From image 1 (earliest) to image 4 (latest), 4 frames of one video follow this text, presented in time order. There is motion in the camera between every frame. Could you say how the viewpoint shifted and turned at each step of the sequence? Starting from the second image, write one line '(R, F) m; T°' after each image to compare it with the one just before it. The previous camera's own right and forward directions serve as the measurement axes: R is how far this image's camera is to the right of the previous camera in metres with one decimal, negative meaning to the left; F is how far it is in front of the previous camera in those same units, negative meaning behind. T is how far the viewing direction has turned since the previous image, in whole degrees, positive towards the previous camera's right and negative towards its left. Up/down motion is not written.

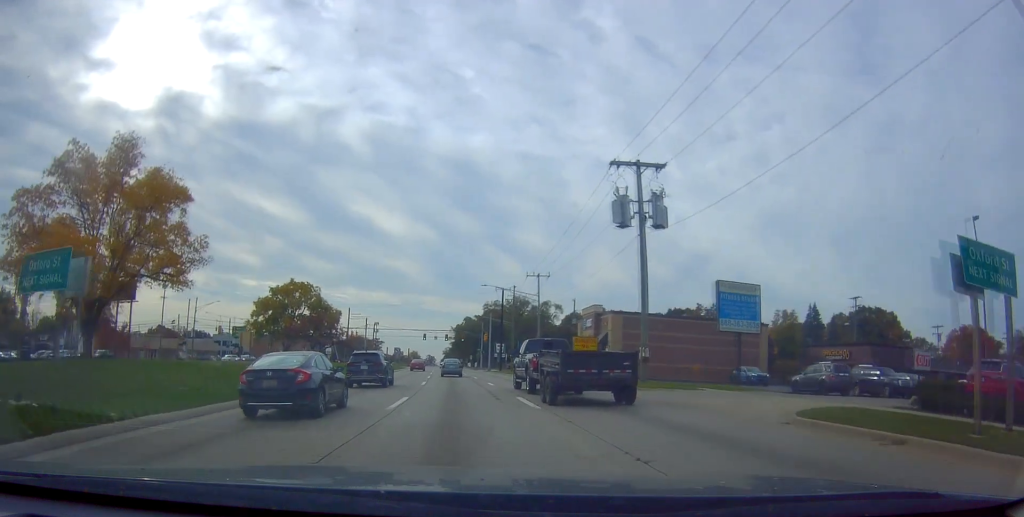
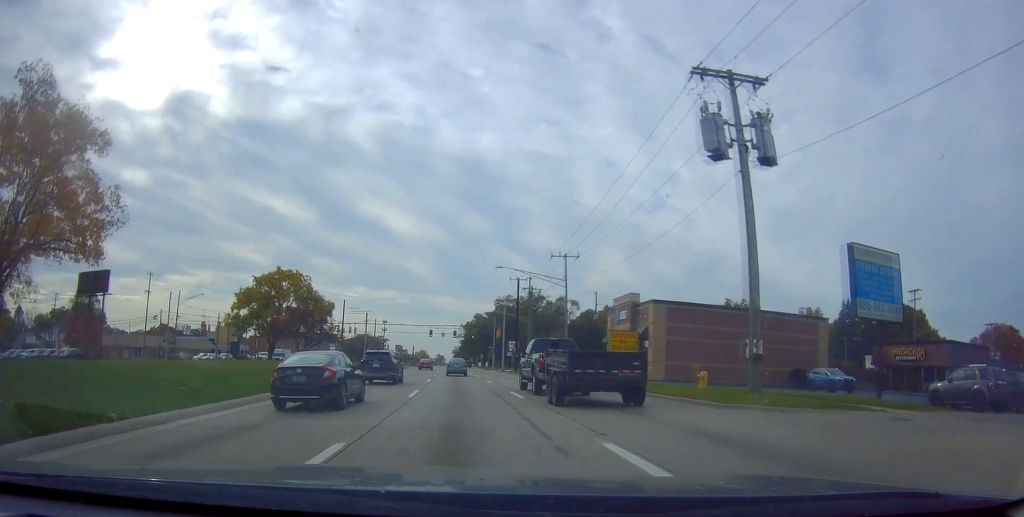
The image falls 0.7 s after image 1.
(-0.2, +11.4) m; -2°
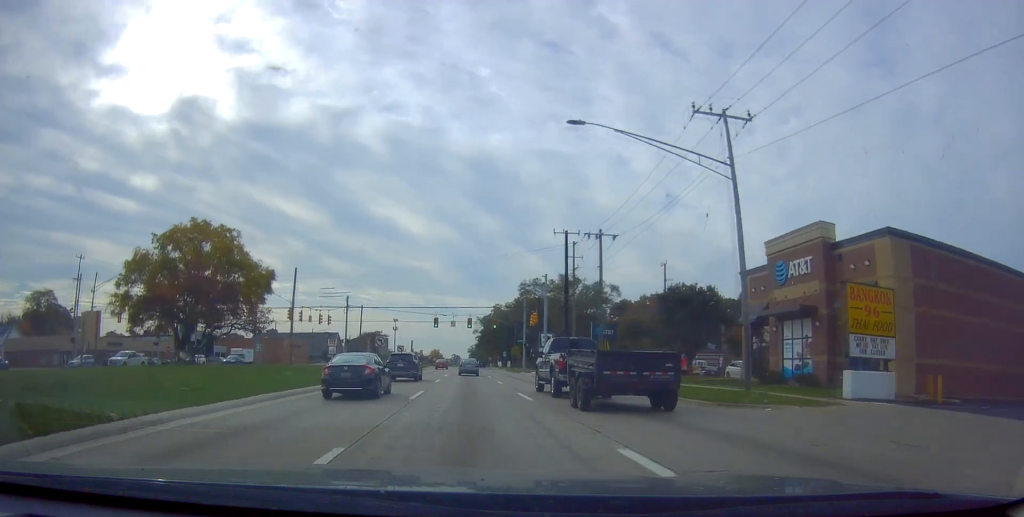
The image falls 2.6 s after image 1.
(-0.1, +31.4) m; -1°
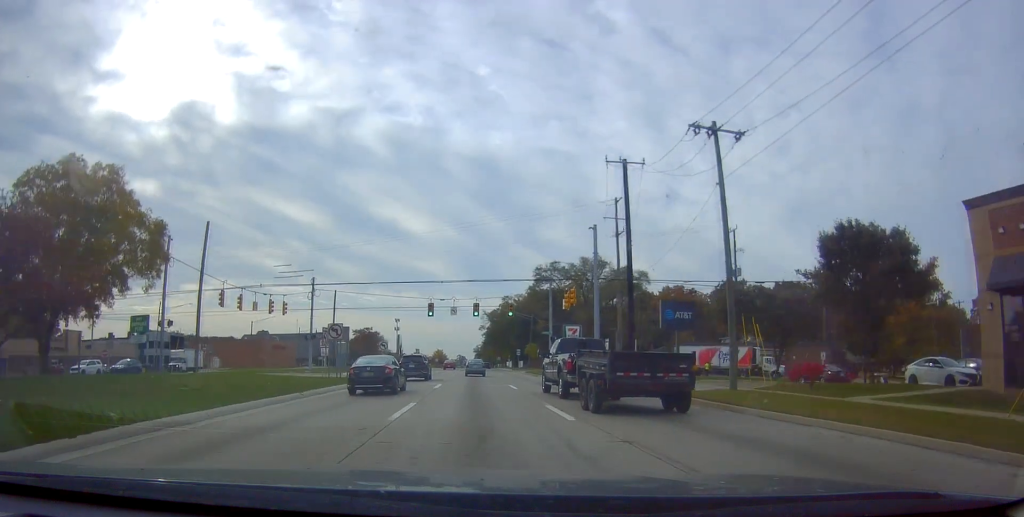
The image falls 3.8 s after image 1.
(-0.7, +20.7) m; 0°
